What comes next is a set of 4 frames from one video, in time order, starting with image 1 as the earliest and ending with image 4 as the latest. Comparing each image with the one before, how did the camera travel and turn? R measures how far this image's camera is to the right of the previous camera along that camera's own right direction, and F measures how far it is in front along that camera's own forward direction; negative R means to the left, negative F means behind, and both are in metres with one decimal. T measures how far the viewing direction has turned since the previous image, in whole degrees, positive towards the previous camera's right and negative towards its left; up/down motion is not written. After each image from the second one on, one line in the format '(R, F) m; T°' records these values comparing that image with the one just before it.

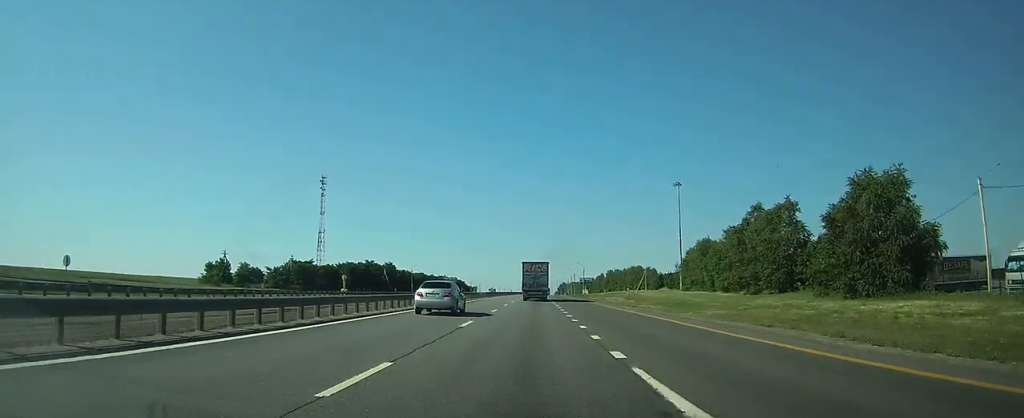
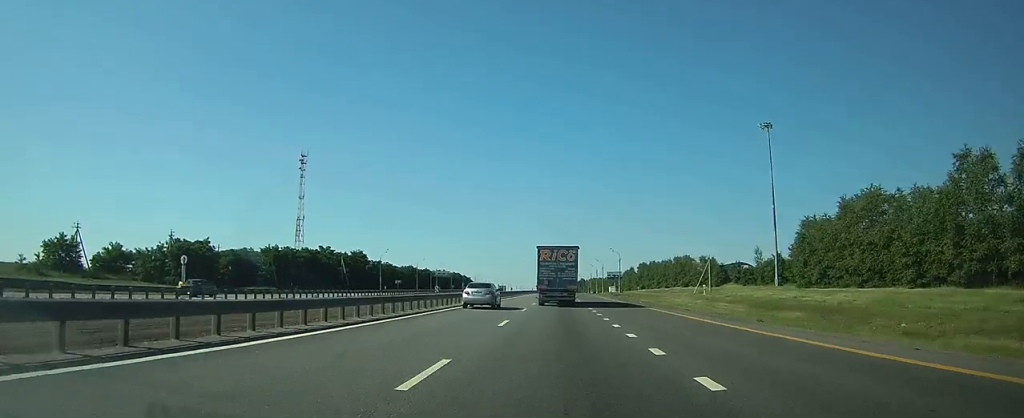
(-0.3, +59.9) m; -1°
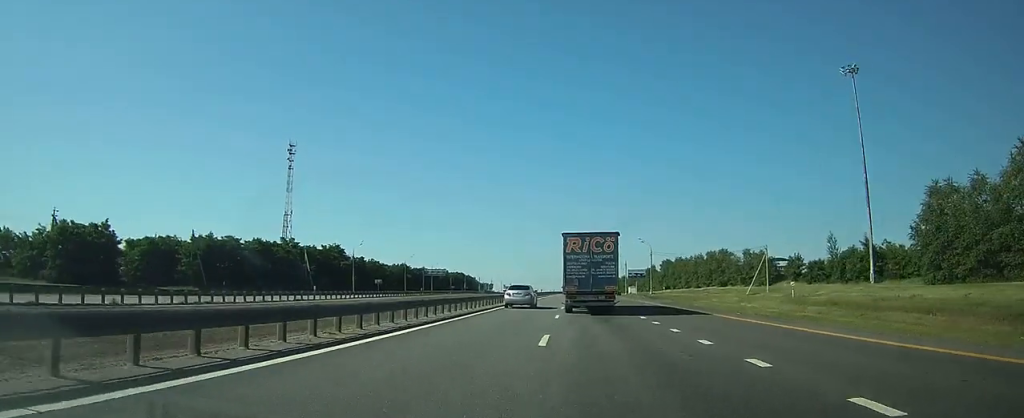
(-0.2, +30.2) m; -1°
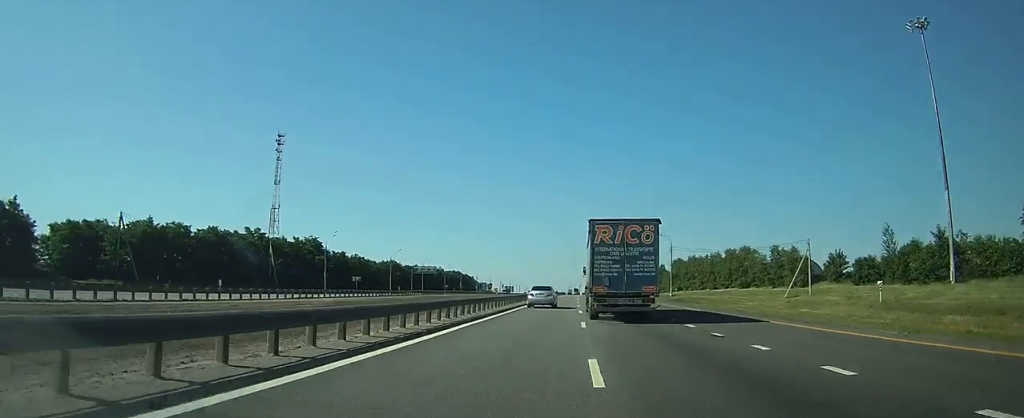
(-0.1, +17.2) m; 0°
